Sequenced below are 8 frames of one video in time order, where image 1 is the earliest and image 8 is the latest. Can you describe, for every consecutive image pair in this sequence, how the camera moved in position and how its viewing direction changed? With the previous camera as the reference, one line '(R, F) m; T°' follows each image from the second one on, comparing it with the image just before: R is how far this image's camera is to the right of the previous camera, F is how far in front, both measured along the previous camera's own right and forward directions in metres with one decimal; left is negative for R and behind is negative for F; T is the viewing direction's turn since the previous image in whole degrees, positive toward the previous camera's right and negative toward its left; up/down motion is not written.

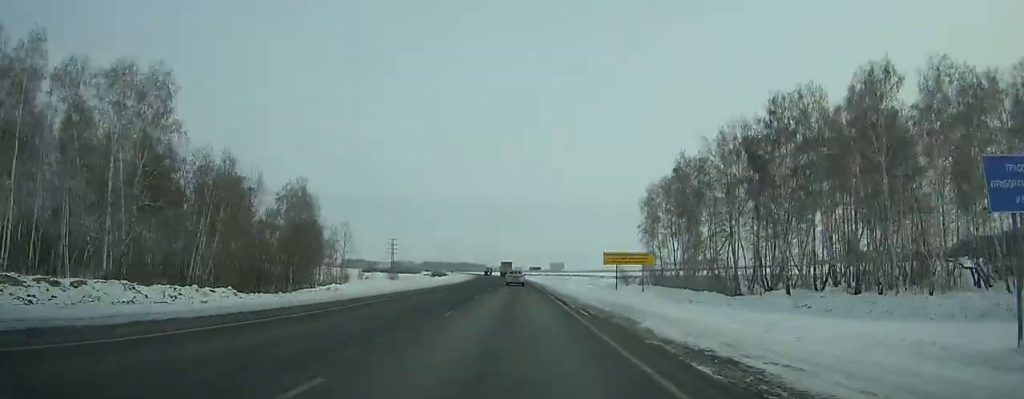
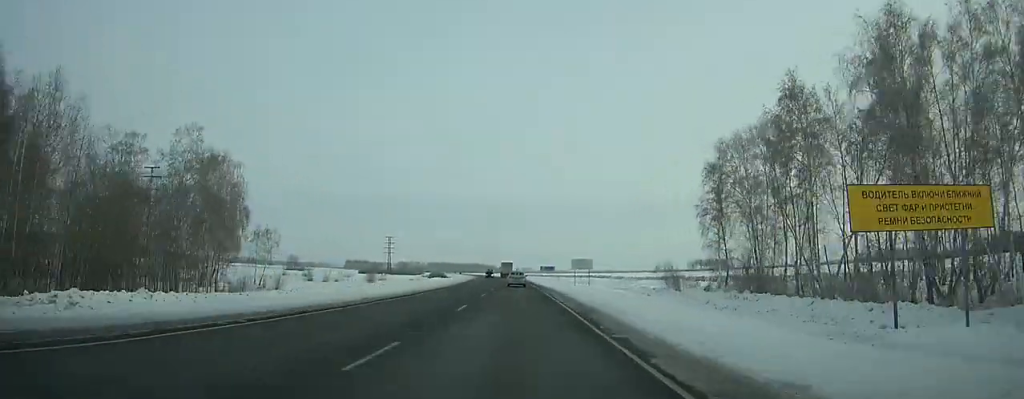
(-0.4, +32.6) m; -1°
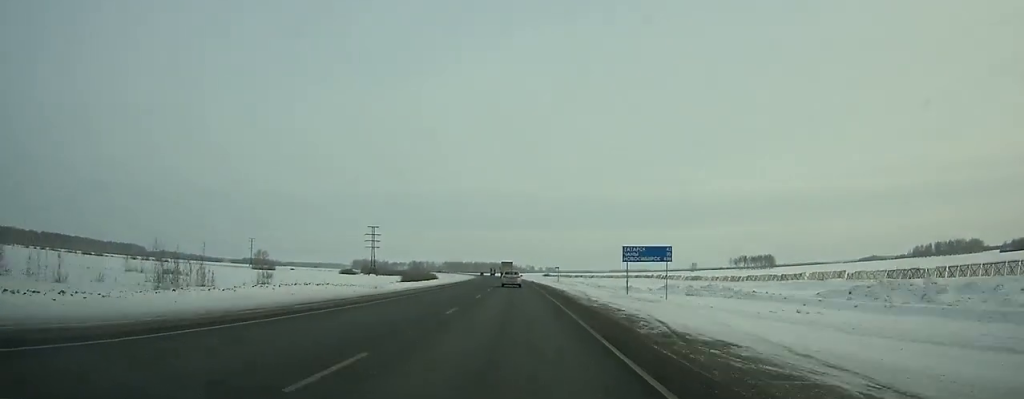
(-1.4, +85.2) m; -2°
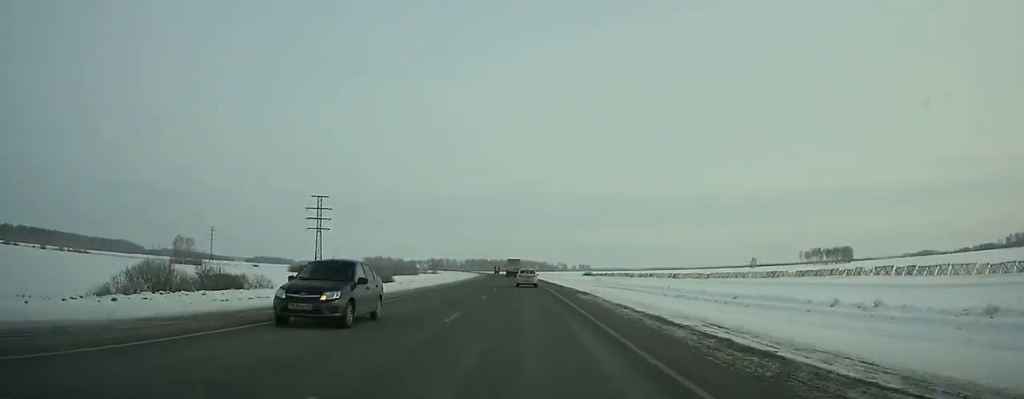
(-2.9, +112.4) m; -3°
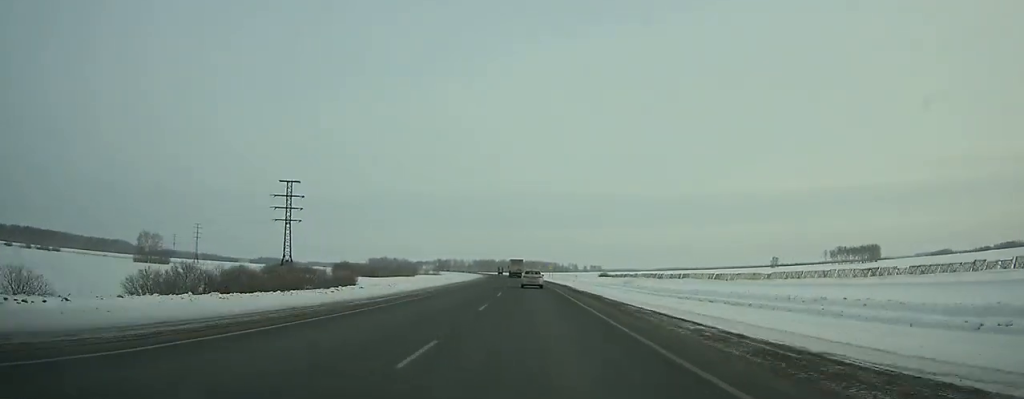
(-0.2, +32.3) m; -1°
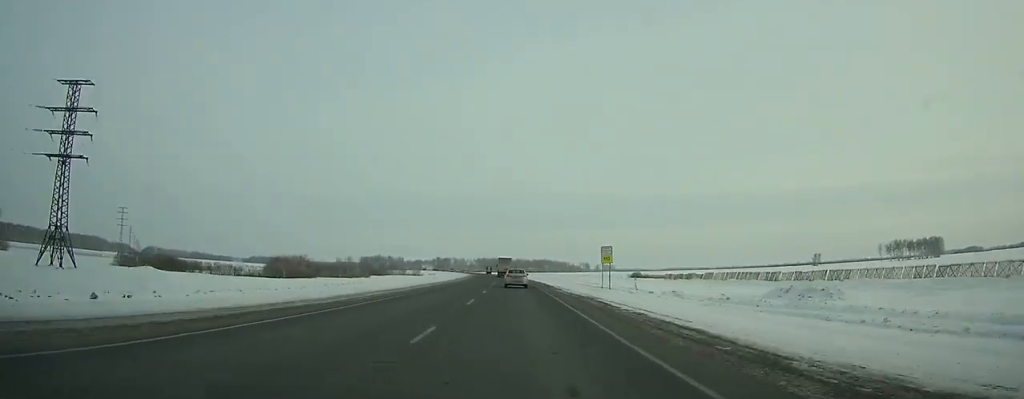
(-1.0, +81.3) m; -2°
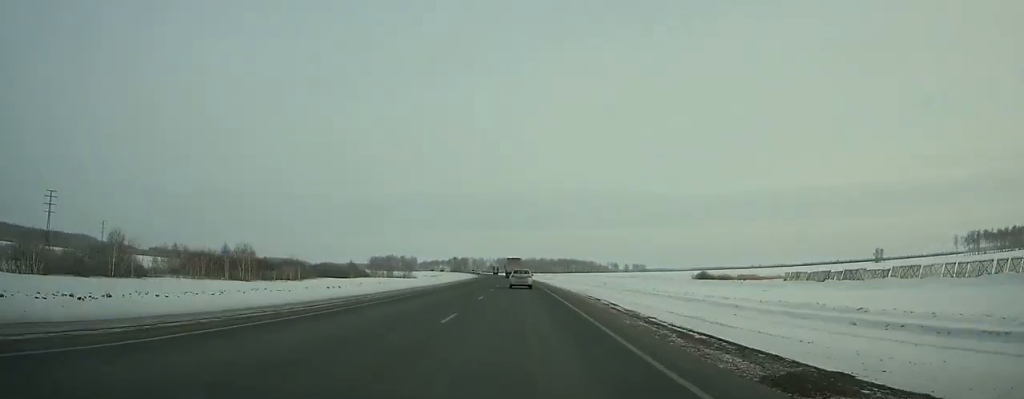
(-1.4, +68.3) m; -2°
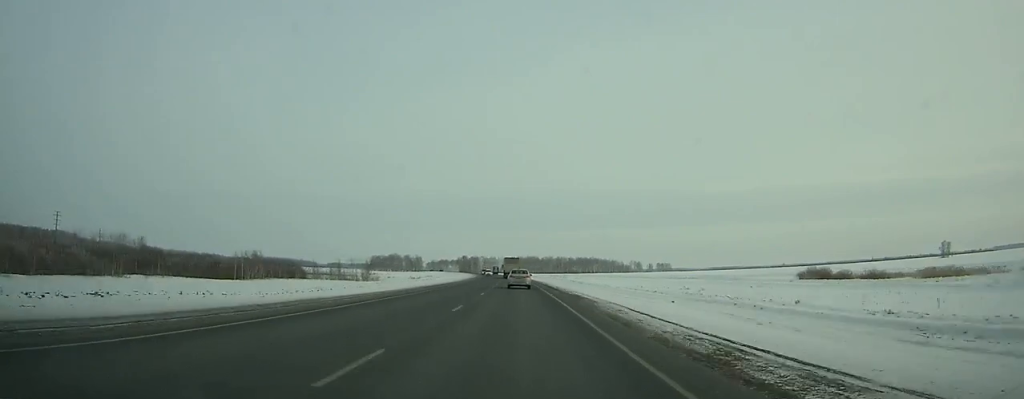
(-1.4, +67.9) m; -2°
